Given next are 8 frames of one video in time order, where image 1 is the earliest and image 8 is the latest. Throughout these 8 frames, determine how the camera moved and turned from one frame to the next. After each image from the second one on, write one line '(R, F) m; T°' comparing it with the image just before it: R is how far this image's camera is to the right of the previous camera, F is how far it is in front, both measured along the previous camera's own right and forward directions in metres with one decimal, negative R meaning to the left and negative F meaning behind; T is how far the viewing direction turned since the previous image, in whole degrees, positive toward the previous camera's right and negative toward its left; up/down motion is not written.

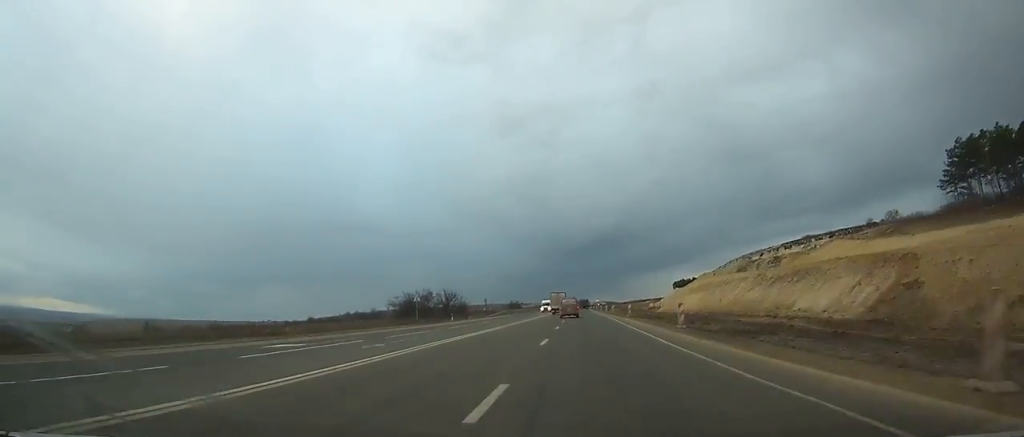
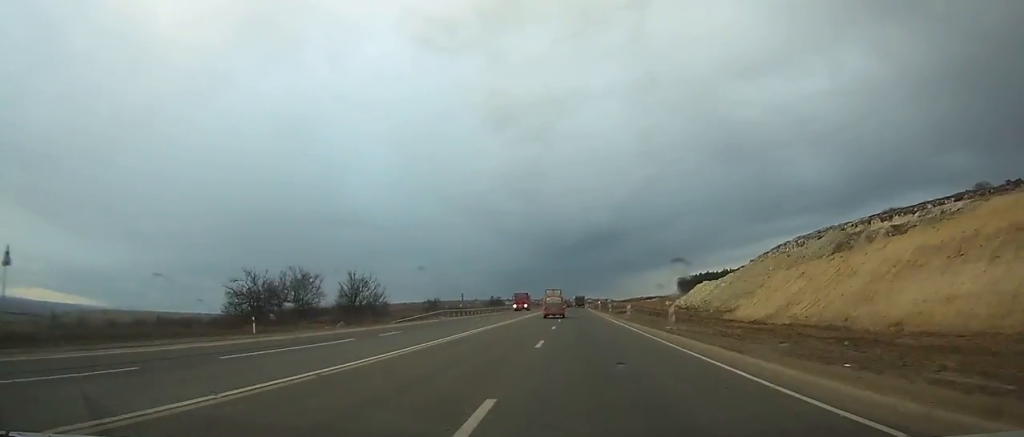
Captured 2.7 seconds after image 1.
(0.0, +47.8) m; 0°
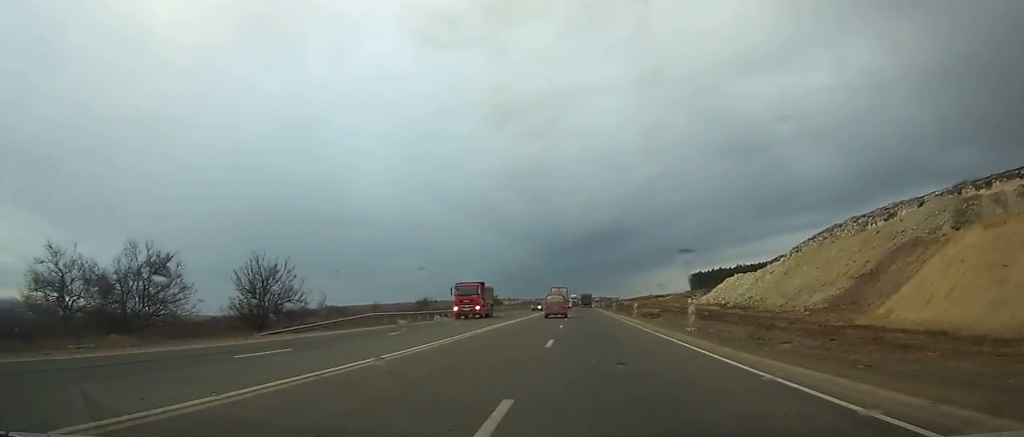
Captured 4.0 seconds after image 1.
(+0.1, +22.7) m; 0°
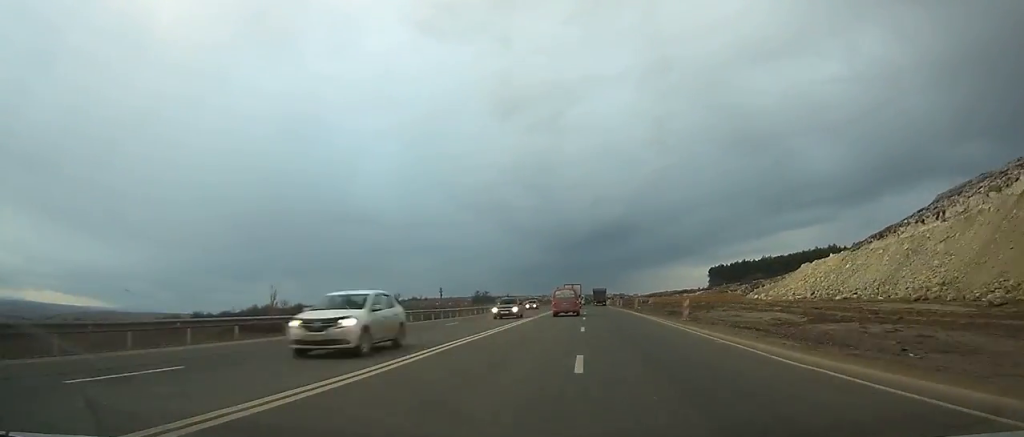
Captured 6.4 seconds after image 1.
(-0.4, +40.2) m; 0°
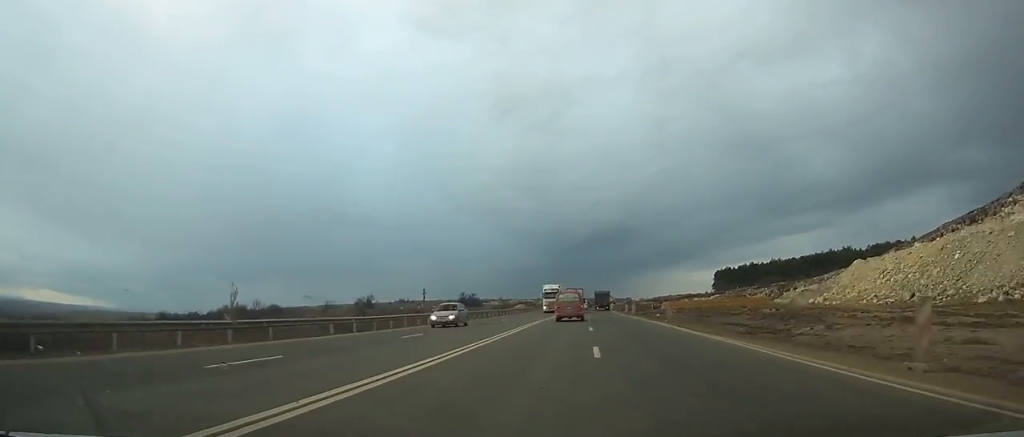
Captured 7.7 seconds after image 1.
(0.0, +21.1) m; 0°
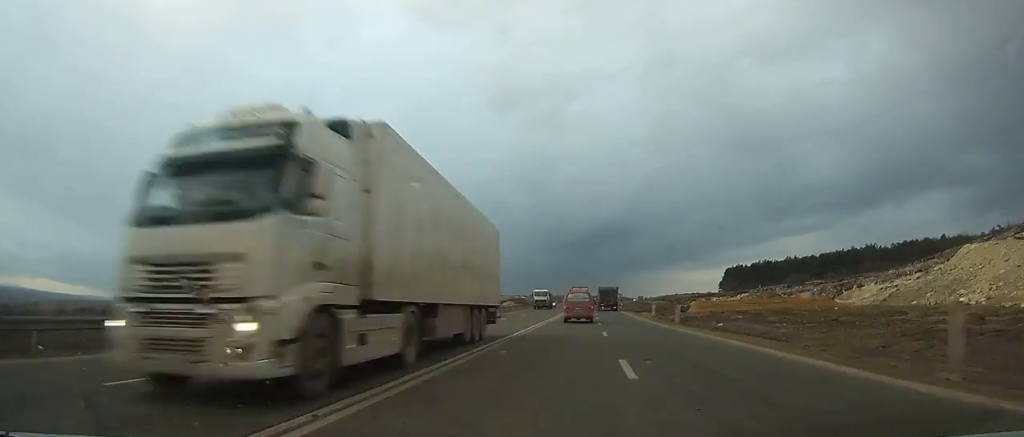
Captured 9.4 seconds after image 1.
(+0.1, +27.1) m; +1°
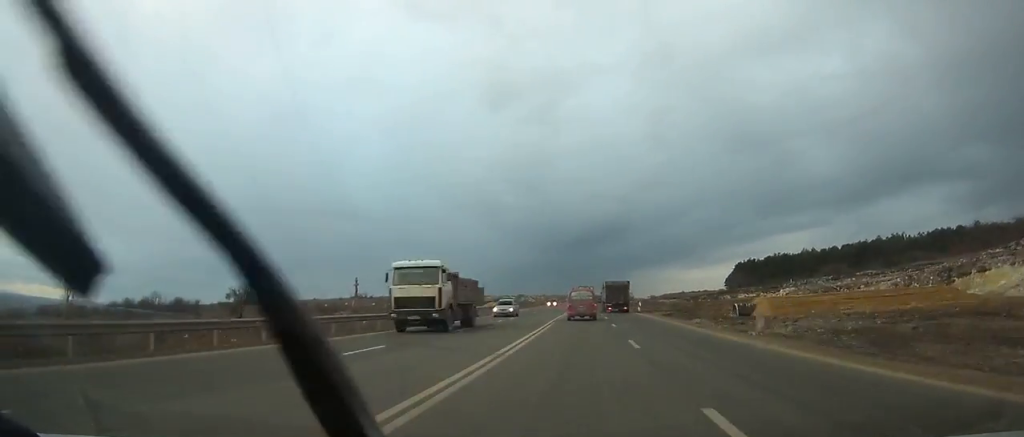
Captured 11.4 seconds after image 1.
(+0.2, +31.1) m; +1°
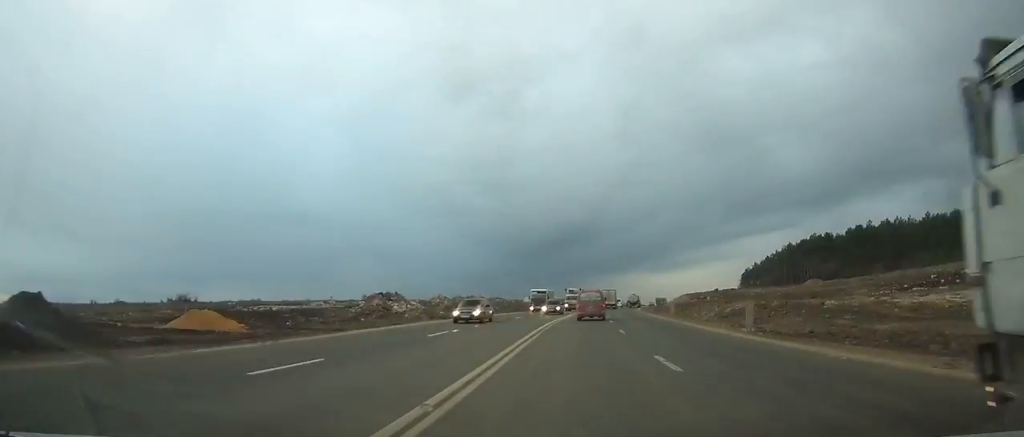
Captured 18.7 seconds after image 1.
(+2.8, +112.5) m; +4°
